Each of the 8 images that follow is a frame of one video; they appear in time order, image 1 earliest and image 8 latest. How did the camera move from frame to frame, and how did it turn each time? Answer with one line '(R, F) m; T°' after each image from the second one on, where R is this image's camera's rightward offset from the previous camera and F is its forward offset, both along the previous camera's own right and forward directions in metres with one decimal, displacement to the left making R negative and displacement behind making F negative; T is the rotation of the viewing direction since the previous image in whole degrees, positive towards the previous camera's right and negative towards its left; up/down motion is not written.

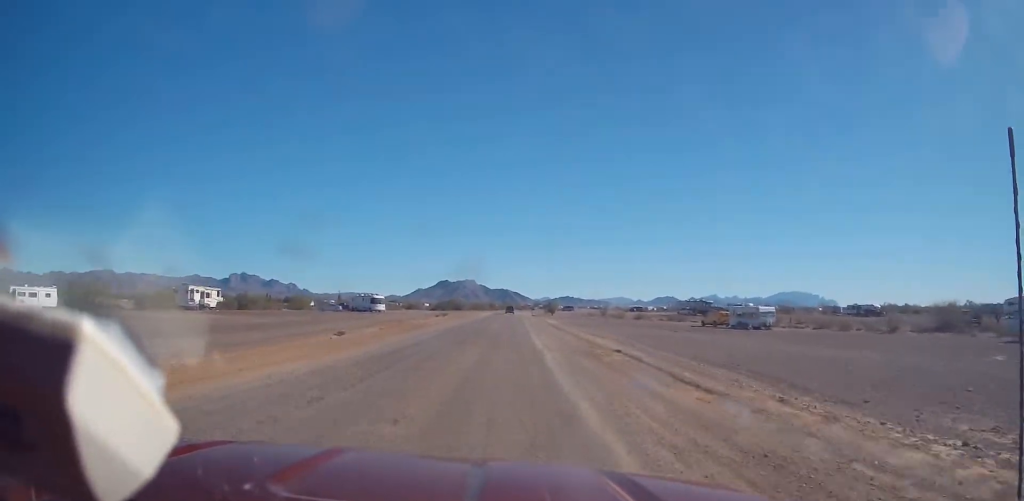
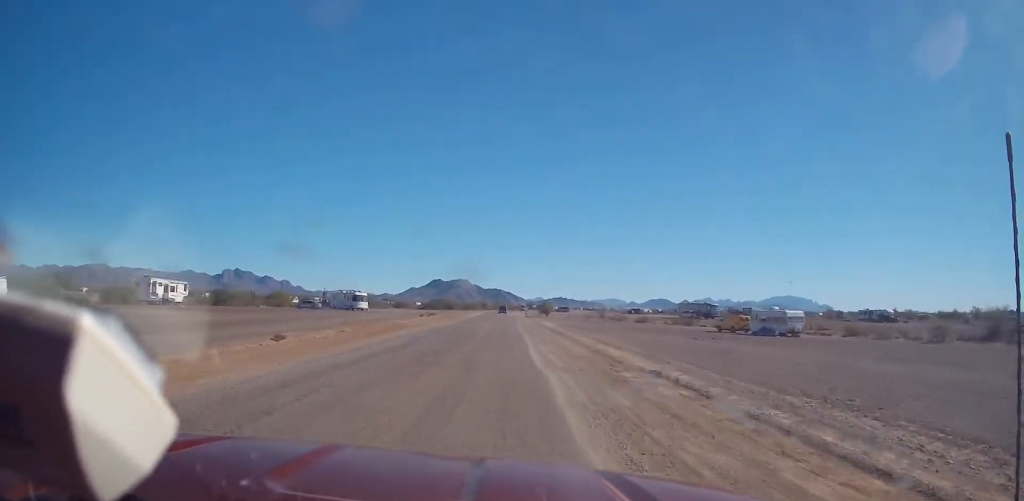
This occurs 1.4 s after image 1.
(0.0, +9.8) m; 0°
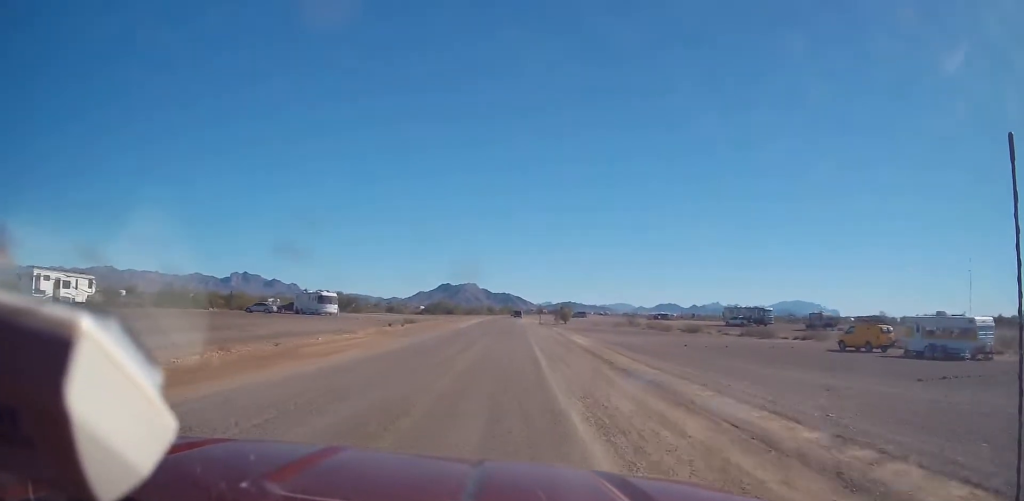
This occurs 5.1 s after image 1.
(-0.2, +26.9) m; 0°
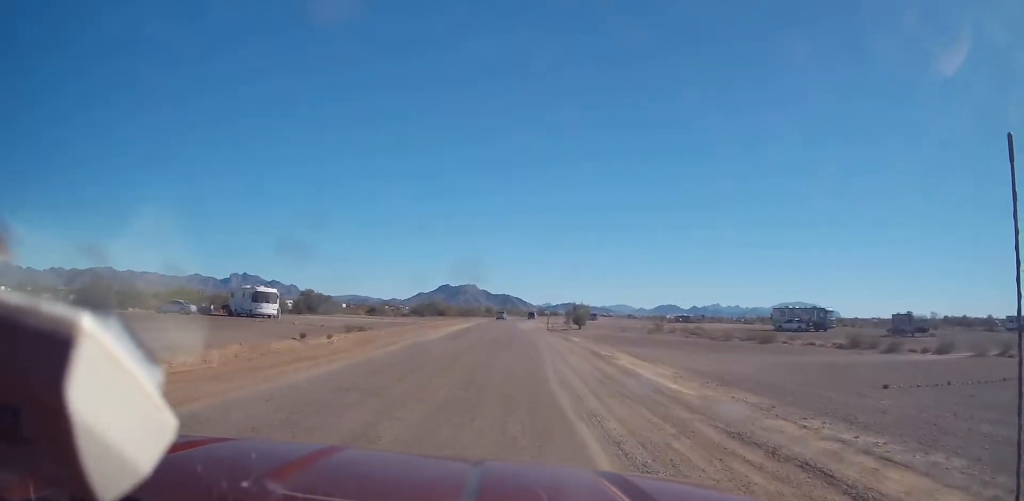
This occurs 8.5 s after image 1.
(+0.1, +25.2) m; +1°
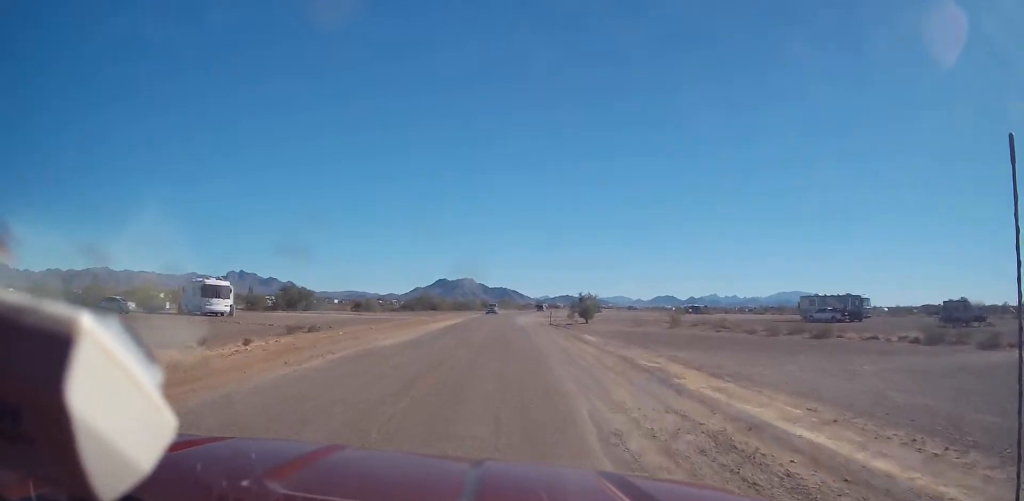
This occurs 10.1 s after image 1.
(+0.1, +11.8) m; 0°
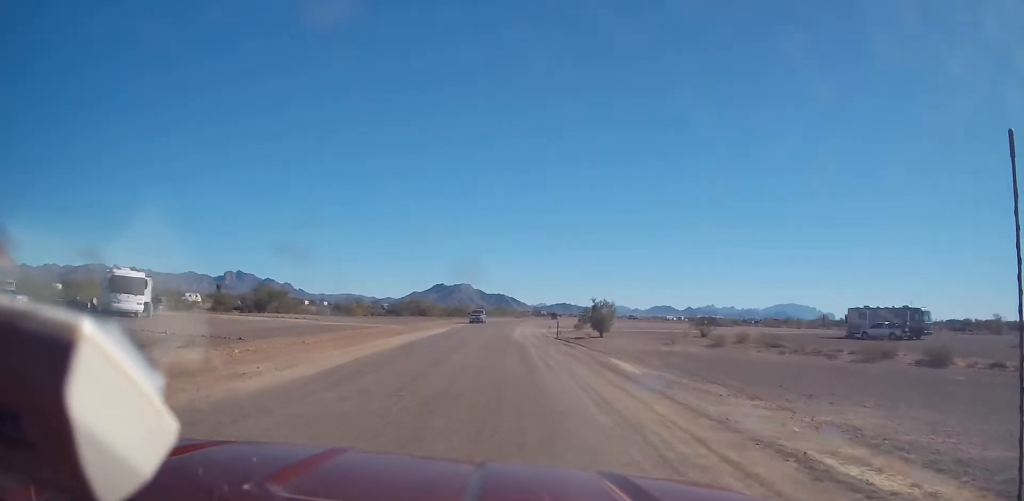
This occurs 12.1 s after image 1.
(+0.1, +14.8) m; -1°
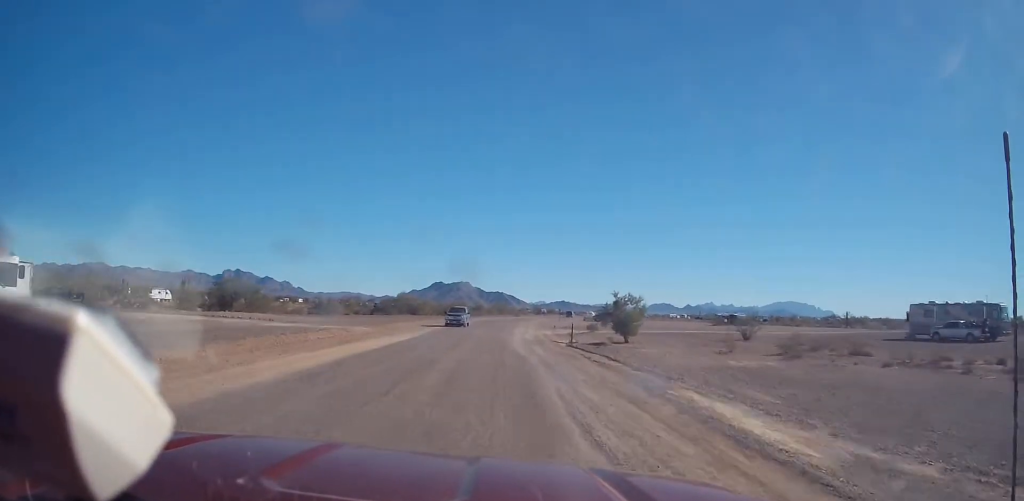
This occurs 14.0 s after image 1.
(-0.2, +13.9) m; 0°
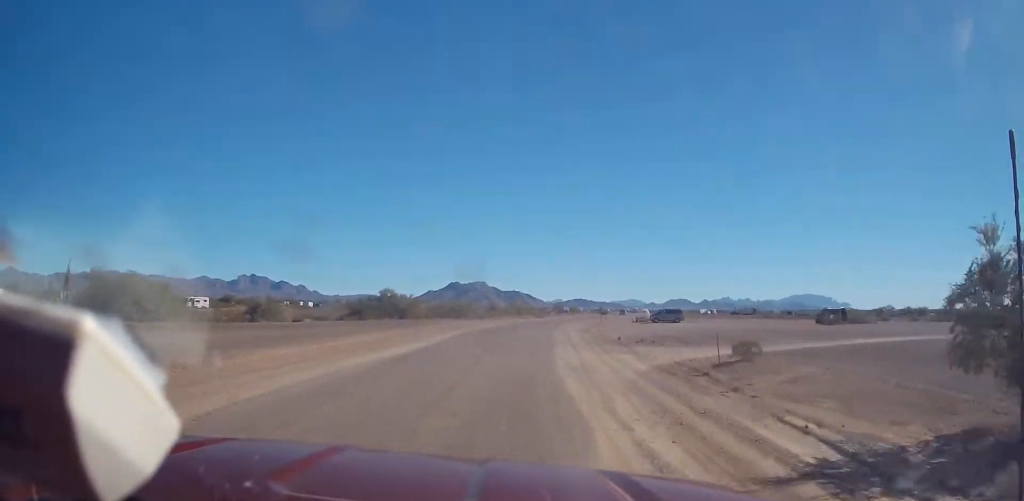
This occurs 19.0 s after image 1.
(+0.1, +38.0) m; +1°
